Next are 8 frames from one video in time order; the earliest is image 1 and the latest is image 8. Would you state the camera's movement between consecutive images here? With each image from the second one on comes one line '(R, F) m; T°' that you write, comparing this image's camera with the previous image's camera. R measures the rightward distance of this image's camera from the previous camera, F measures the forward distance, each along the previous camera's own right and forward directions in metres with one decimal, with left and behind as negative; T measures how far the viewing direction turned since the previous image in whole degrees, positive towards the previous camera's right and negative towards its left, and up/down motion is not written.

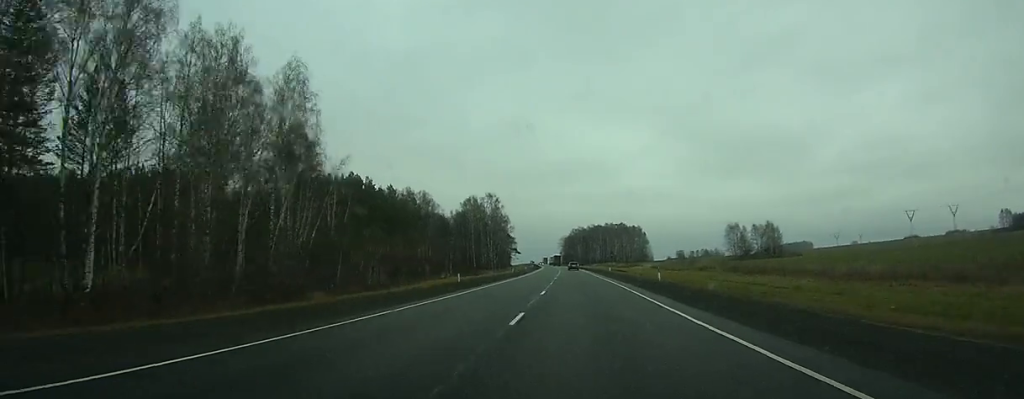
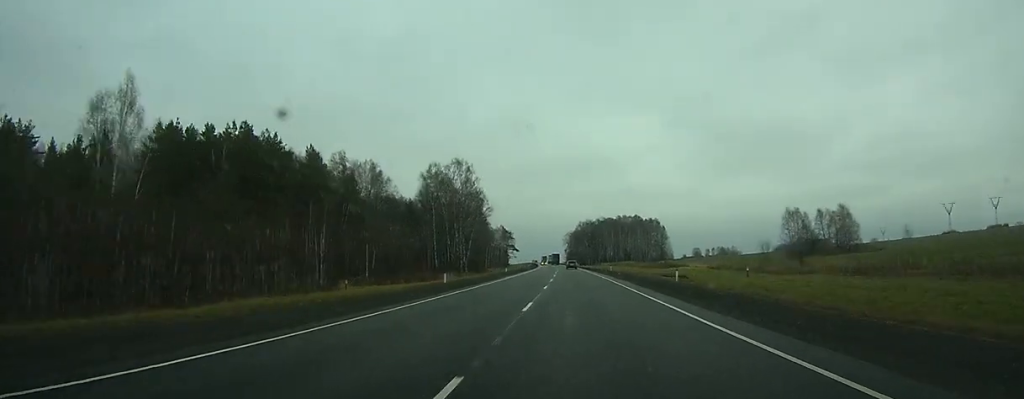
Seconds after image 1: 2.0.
(-0.6, +57.4) m; -1°
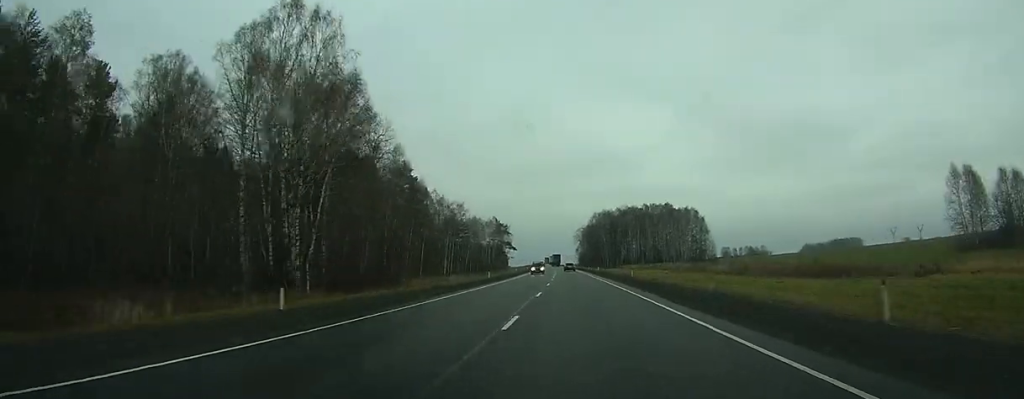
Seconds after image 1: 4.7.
(-0.7, +75.3) m; -1°
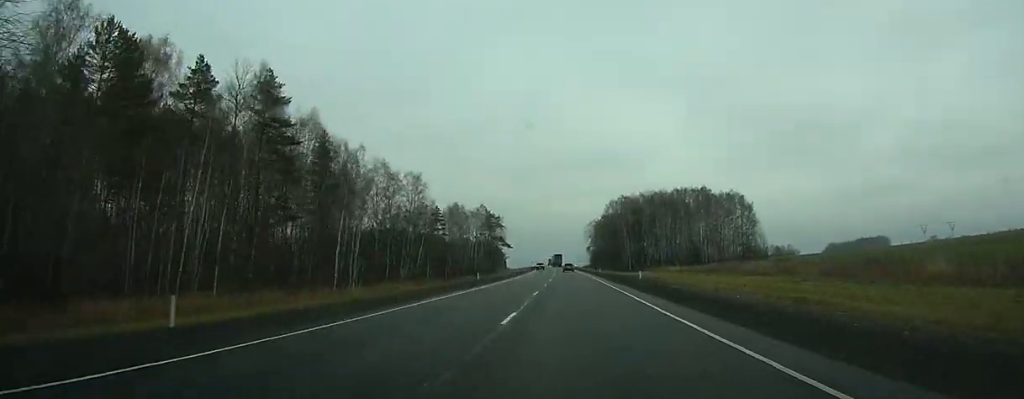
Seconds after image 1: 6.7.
(-0.5, +57.9) m; -1°
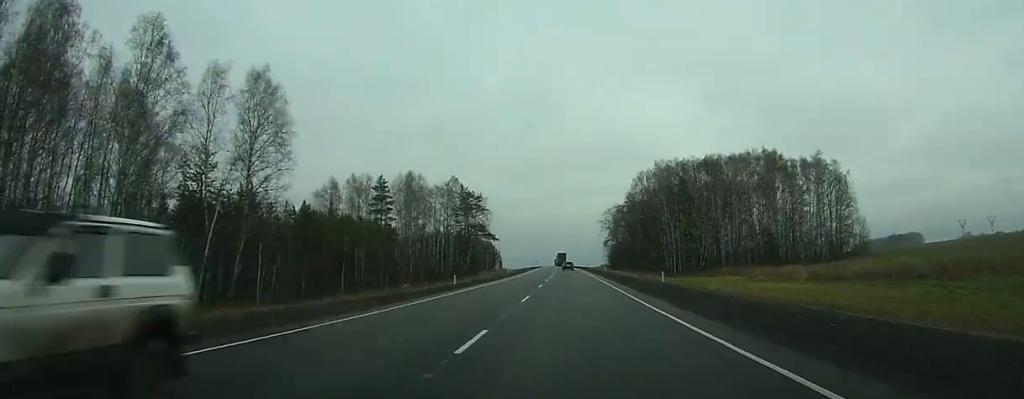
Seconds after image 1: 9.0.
(-0.4, +63.6) m; -1°
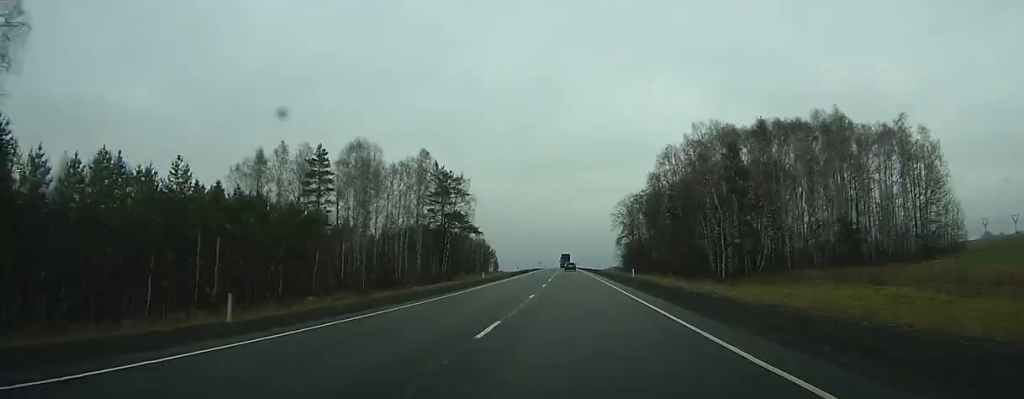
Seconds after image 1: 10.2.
(-0.3, +33.6) m; -1°
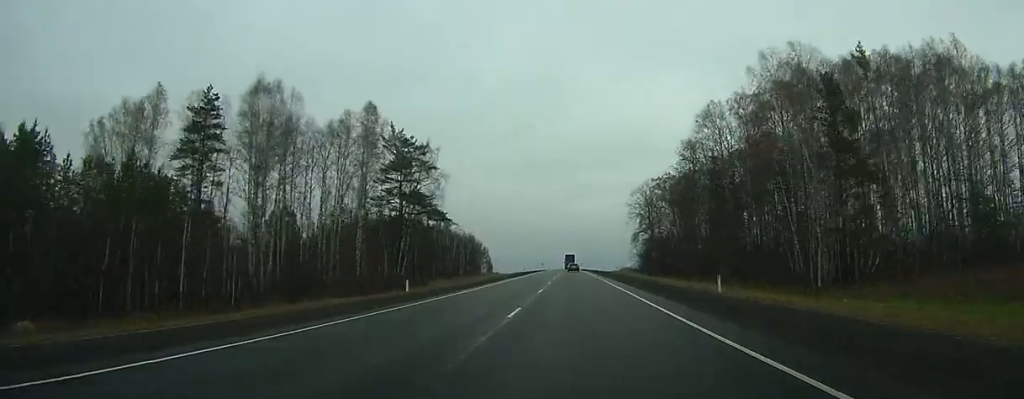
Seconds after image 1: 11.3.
(-0.2, +31.8) m; 0°
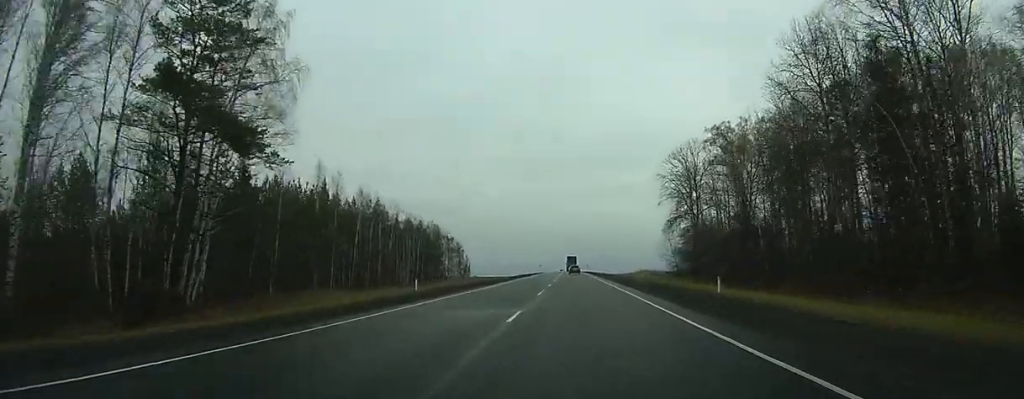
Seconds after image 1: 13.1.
(-0.2, +48.5) m; +1°
